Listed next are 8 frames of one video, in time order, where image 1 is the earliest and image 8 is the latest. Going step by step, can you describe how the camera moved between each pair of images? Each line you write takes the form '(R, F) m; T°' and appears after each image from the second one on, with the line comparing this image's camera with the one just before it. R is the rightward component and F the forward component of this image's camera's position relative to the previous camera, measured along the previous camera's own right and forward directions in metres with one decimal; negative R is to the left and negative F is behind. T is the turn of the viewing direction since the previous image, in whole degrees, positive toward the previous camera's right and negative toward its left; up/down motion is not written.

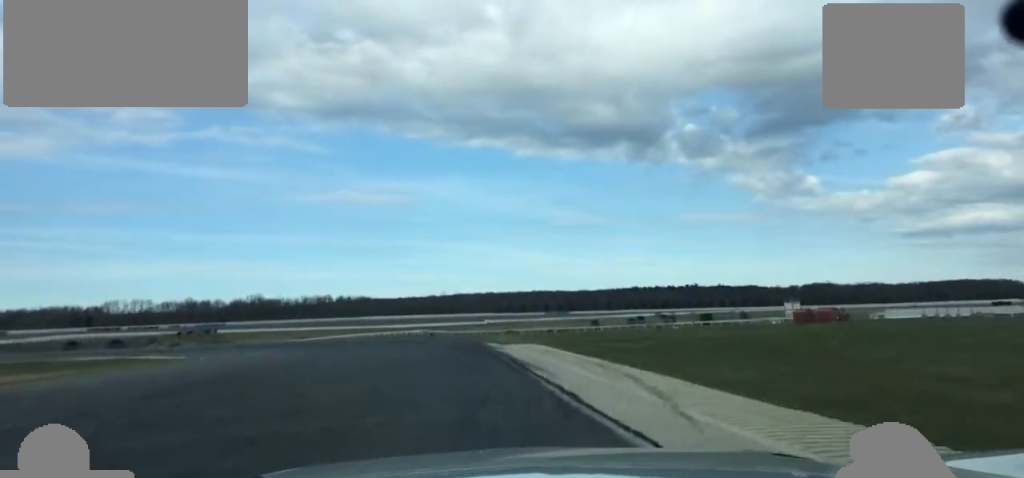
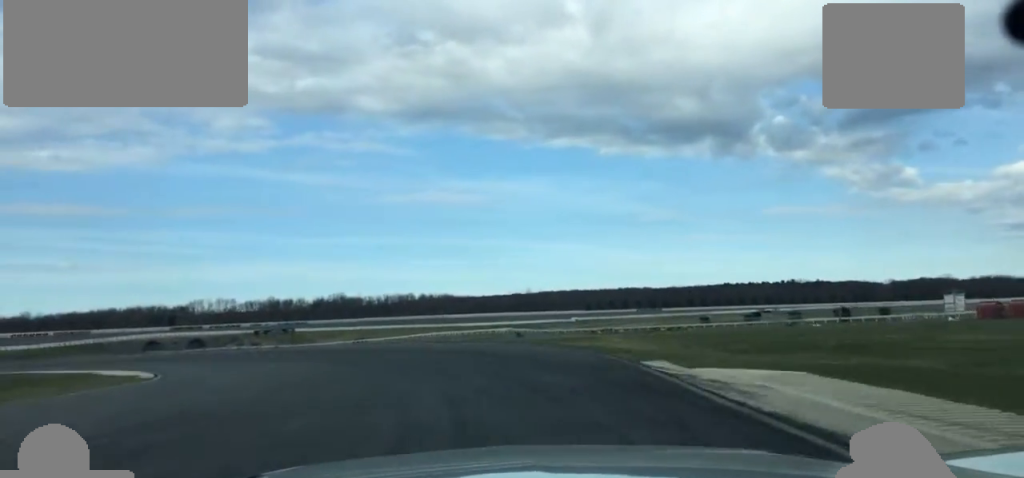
(-0.7, +19.3) m; -5°
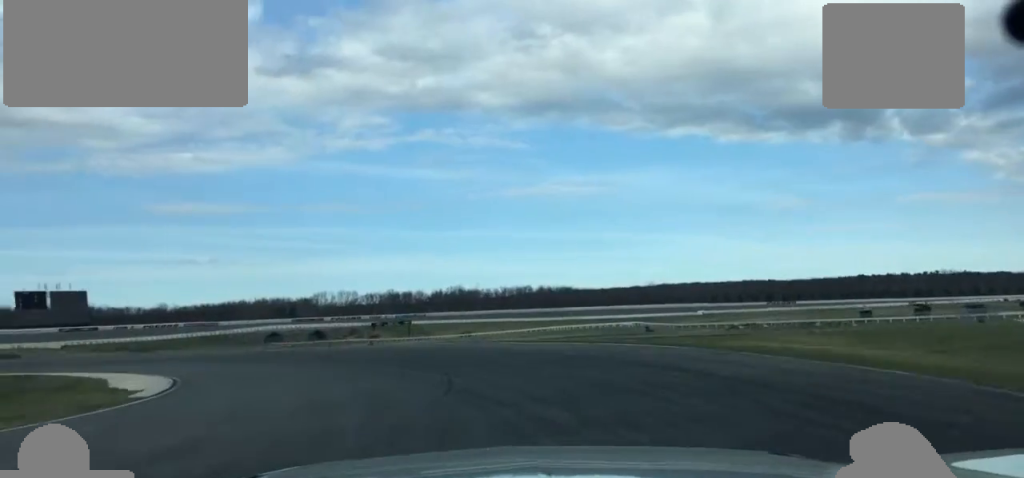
(-0.1, +12.9) m; -4°
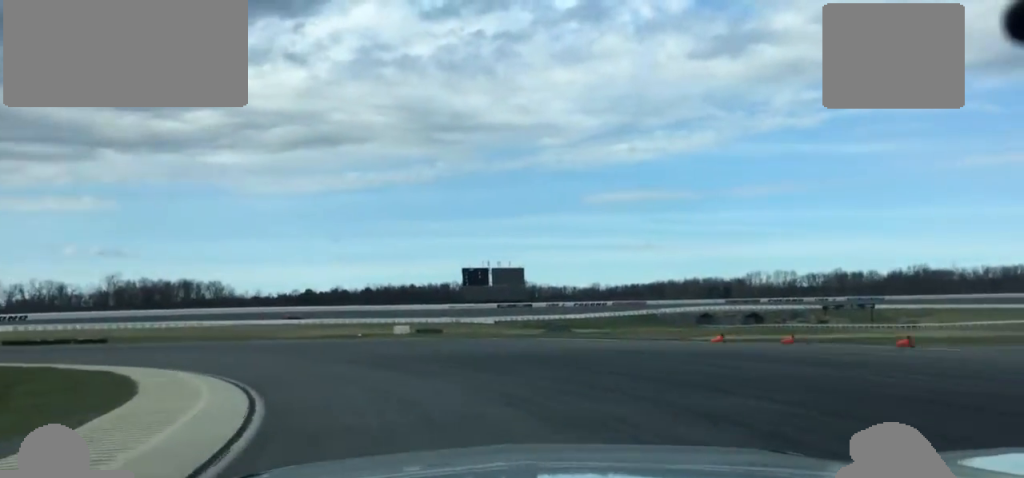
(-4.1, +32.3) m; -20°
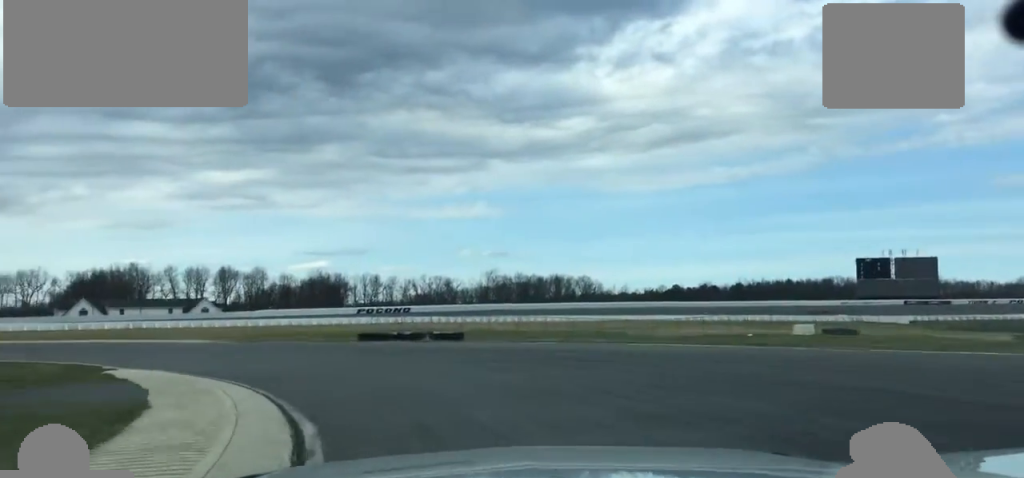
(-5.5, +22.3) m; -36°
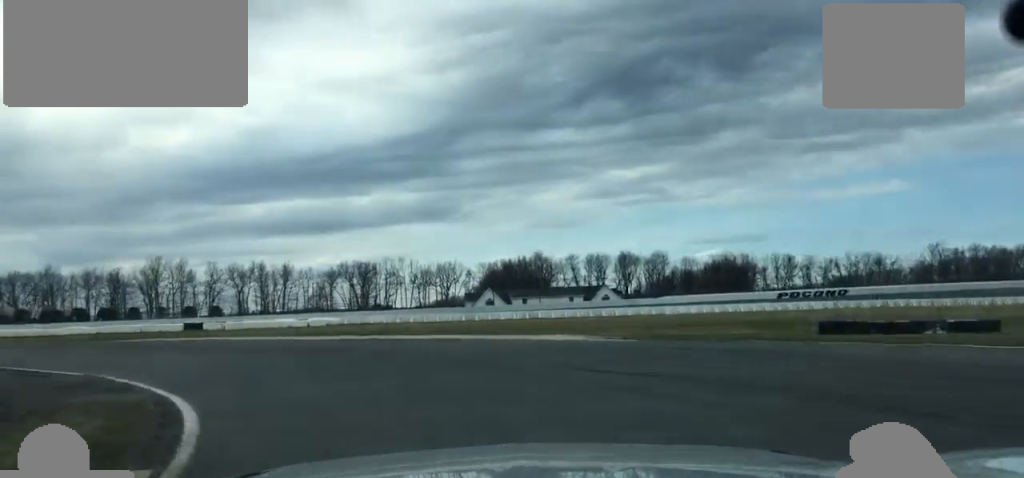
(-11.0, +26.1) m; -33°
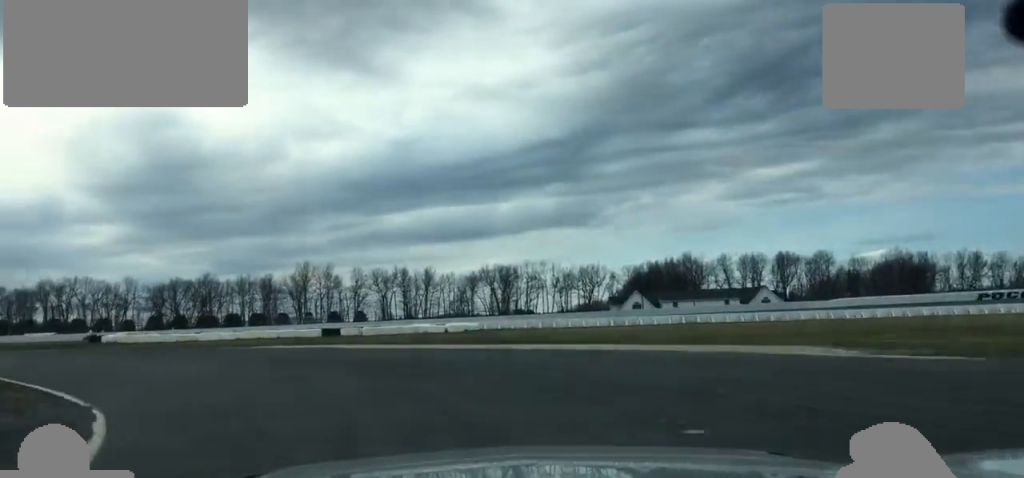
(-0.5, +10.8) m; -5°
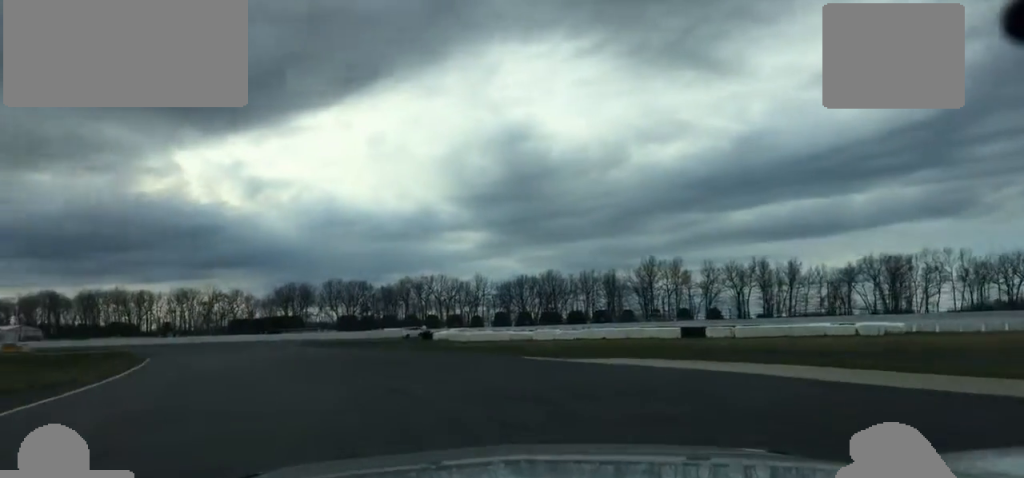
(-2.3, +27.0) m; -14°
